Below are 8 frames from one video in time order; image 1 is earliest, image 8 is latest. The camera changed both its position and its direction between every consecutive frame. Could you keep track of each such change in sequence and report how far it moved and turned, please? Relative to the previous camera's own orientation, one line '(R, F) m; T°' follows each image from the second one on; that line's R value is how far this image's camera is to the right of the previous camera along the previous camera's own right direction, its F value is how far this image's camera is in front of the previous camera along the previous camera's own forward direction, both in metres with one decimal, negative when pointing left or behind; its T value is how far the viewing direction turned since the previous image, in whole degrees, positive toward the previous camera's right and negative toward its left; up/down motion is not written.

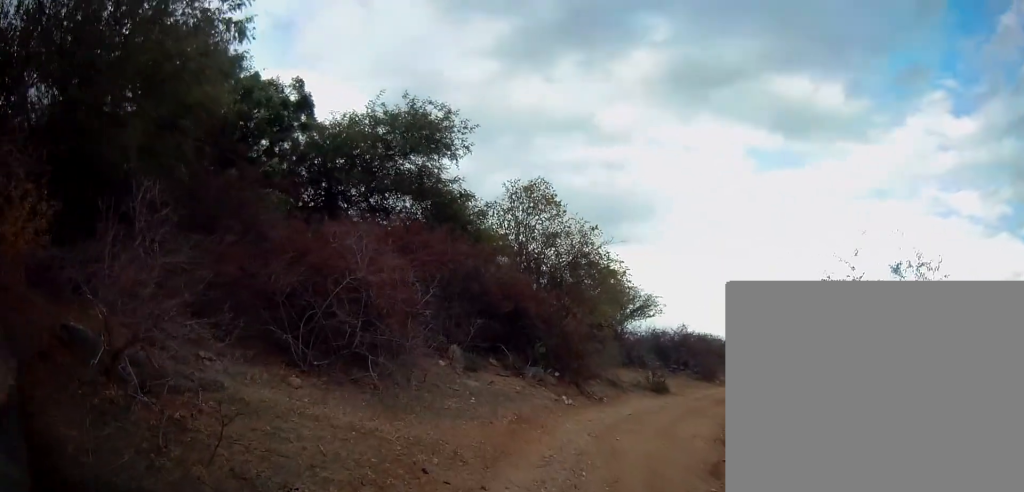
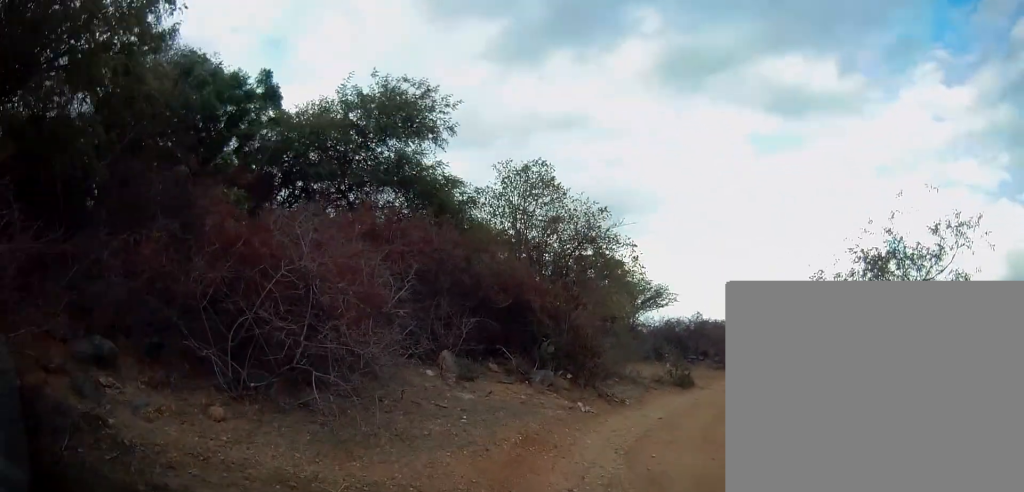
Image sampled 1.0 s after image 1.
(+0.1, +1.8) m; +2°
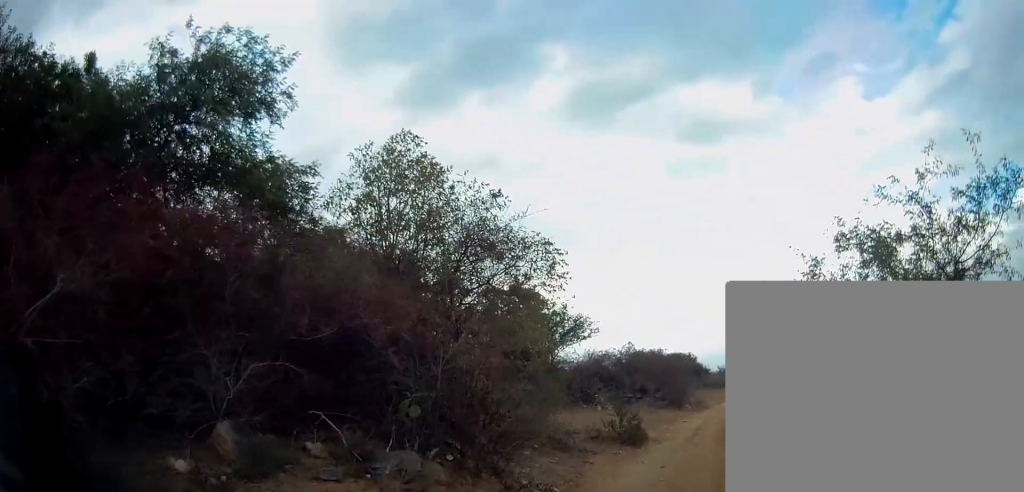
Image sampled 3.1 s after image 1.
(+0.2, +4.4) m; +12°
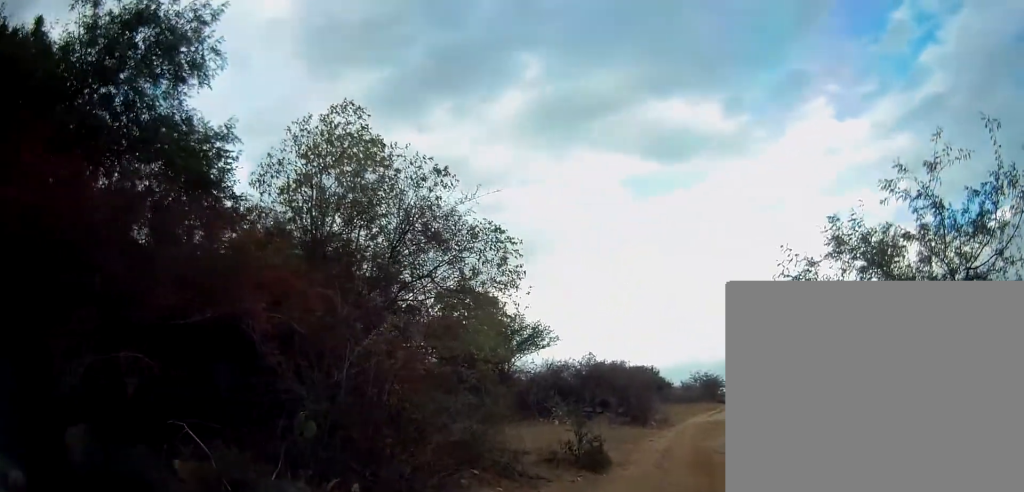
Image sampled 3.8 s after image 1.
(+0.1, +1.6) m; +6°
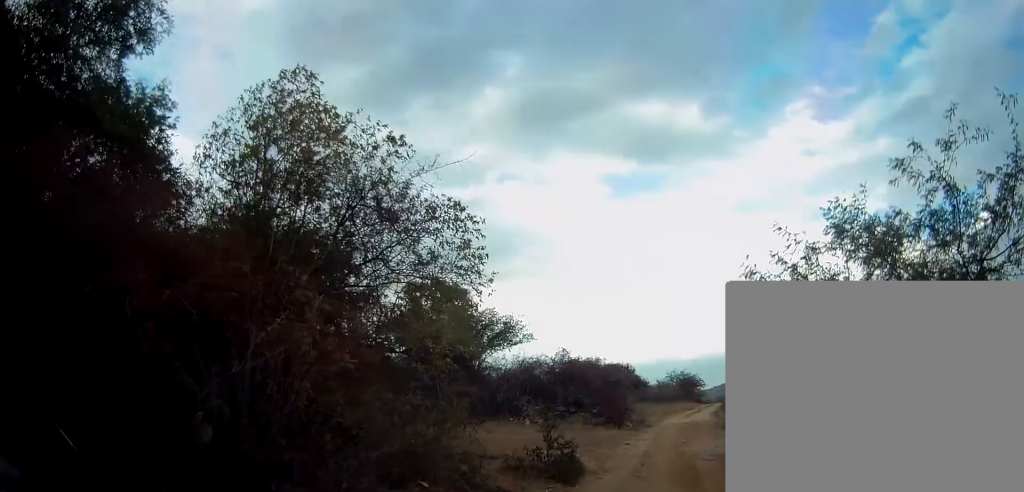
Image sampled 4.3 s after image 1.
(0.0, +1.2) m; +3°
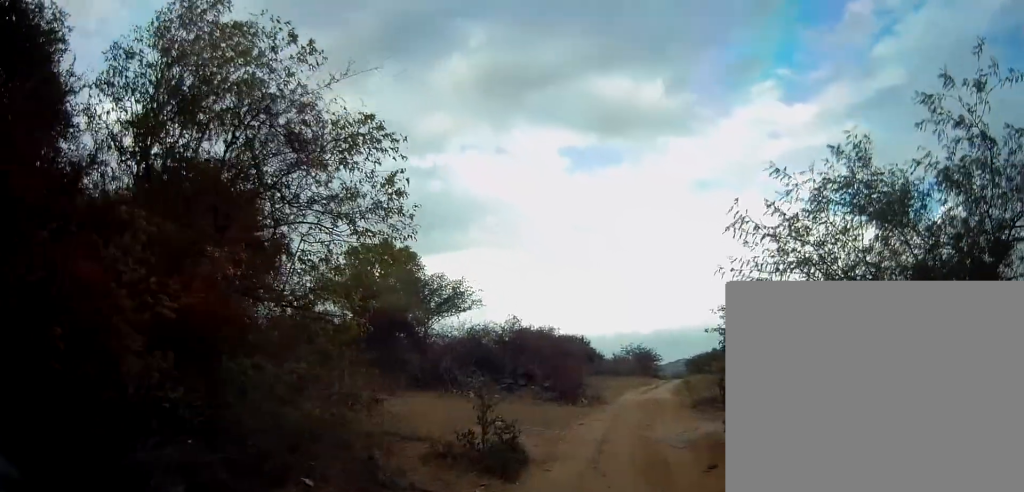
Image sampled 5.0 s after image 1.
(0.0, +1.7) m; +4°
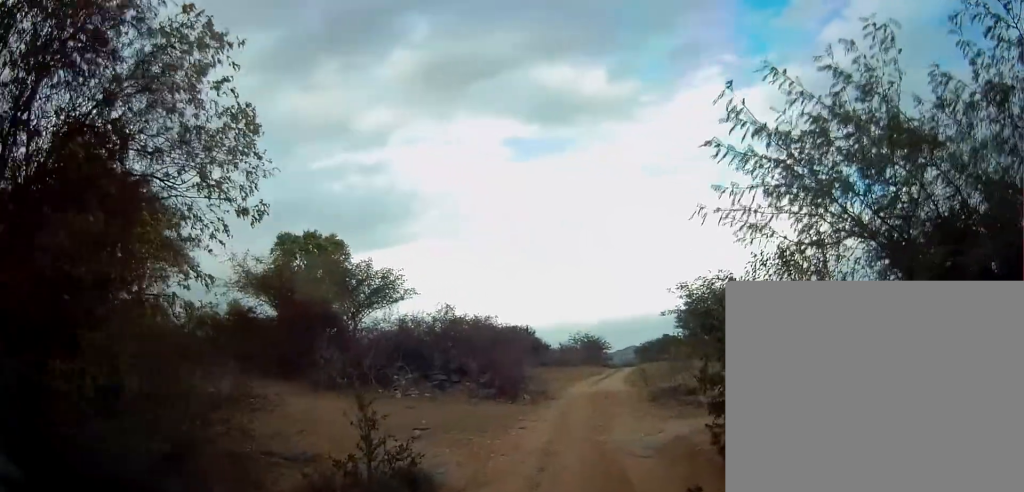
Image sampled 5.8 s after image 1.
(+0.1, +2.0) m; +3°
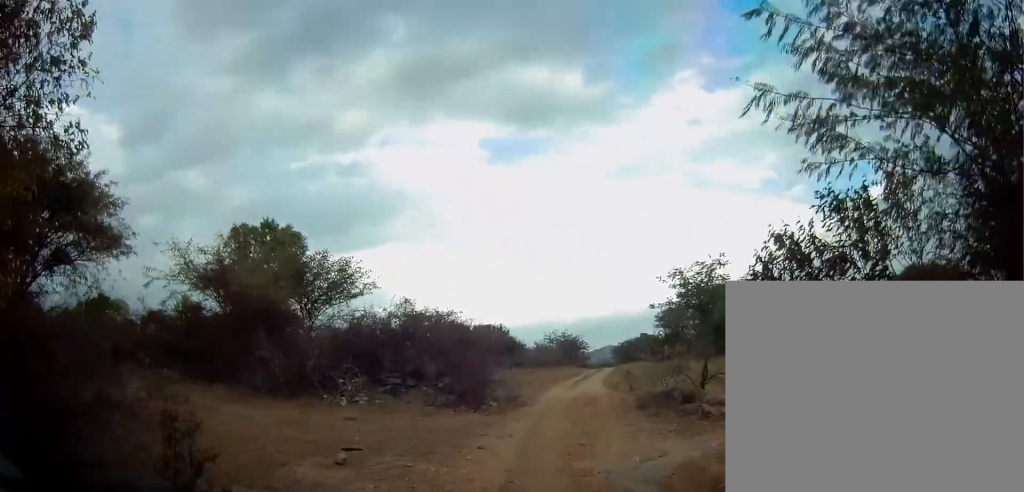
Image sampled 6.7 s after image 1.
(0.0, +2.0) m; -1°
